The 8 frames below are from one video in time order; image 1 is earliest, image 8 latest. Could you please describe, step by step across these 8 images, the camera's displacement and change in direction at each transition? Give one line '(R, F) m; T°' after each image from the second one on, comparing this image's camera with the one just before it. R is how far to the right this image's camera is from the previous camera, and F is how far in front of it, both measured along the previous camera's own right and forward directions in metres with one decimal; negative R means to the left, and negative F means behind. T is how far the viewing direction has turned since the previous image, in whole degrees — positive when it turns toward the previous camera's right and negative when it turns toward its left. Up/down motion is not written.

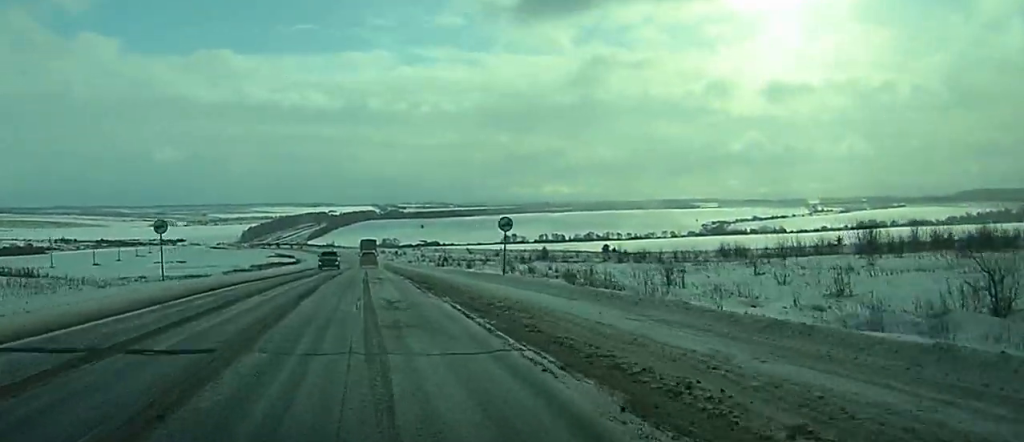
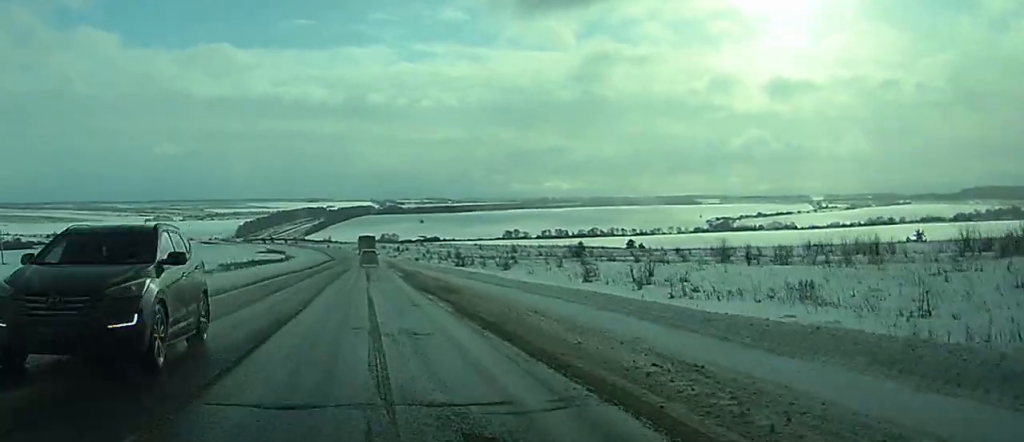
(+0.2, +34.7) m; 0°
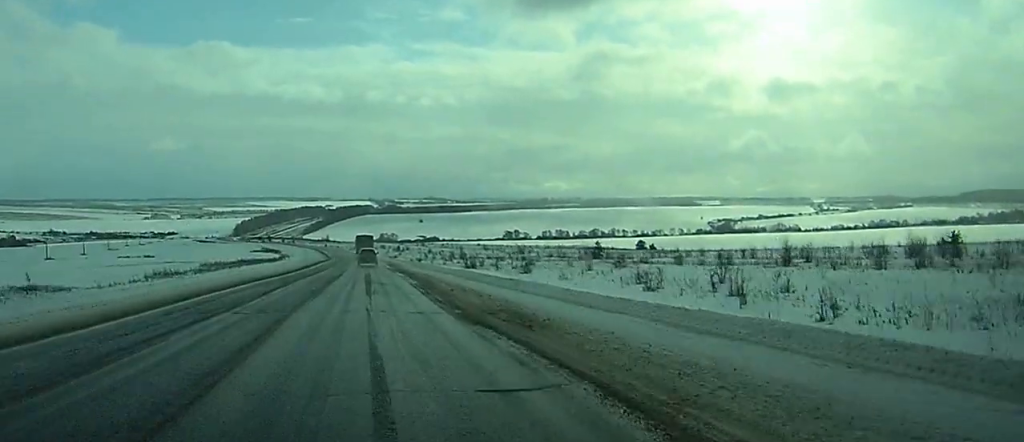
(0.0, +13.0) m; 0°
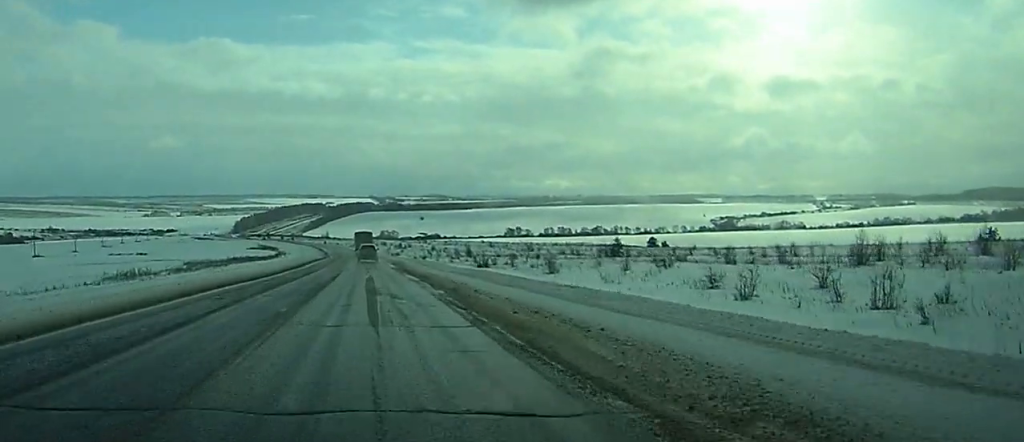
(0.0, +11.4) m; 0°
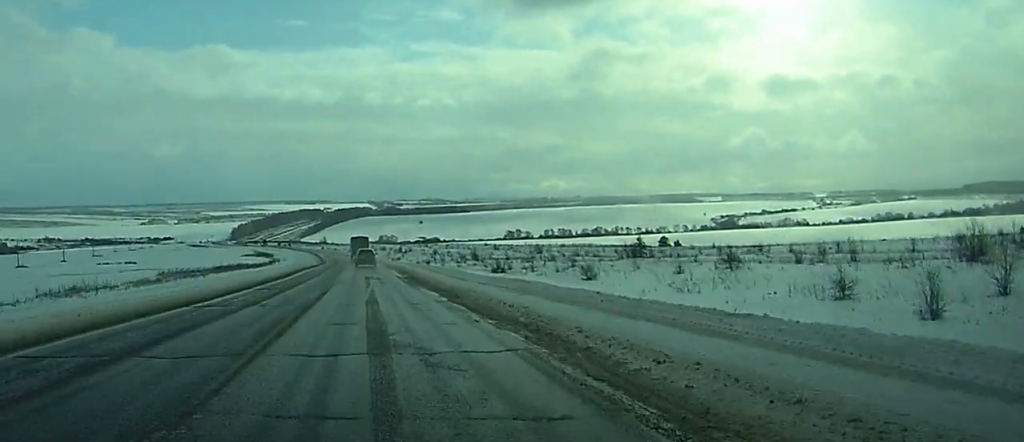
(0.0, +12.3) m; 0°
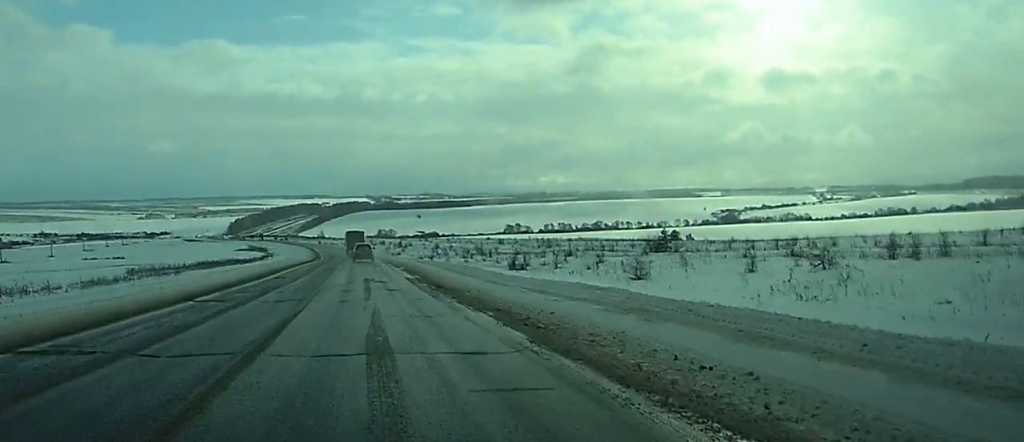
(0.0, +11.5) m; 0°
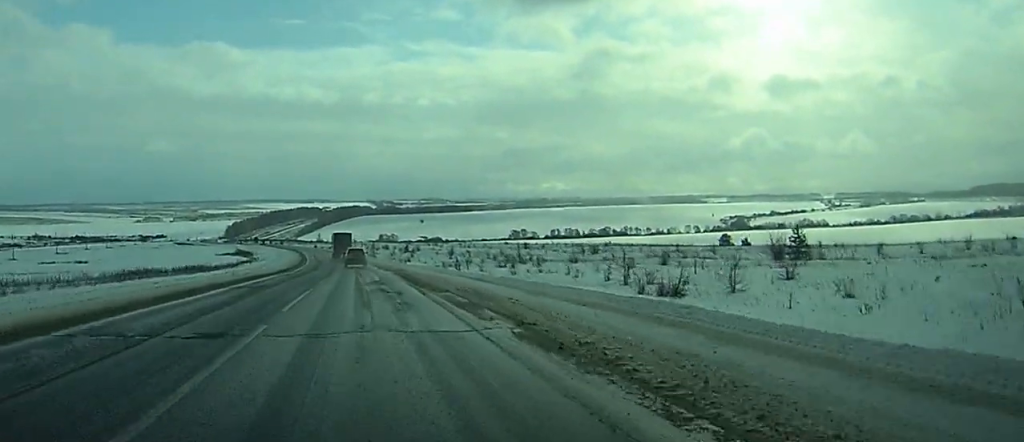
(0.0, +37.5) m; 0°
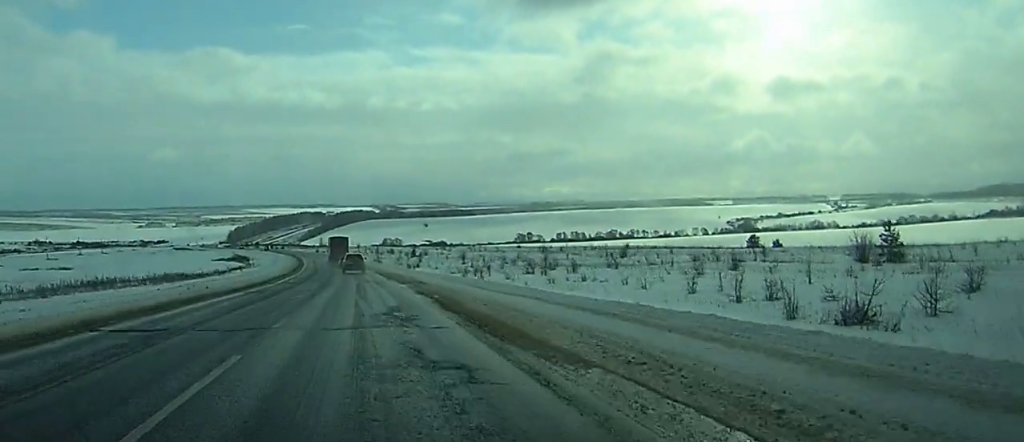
(0.0, +15.1) m; 0°
